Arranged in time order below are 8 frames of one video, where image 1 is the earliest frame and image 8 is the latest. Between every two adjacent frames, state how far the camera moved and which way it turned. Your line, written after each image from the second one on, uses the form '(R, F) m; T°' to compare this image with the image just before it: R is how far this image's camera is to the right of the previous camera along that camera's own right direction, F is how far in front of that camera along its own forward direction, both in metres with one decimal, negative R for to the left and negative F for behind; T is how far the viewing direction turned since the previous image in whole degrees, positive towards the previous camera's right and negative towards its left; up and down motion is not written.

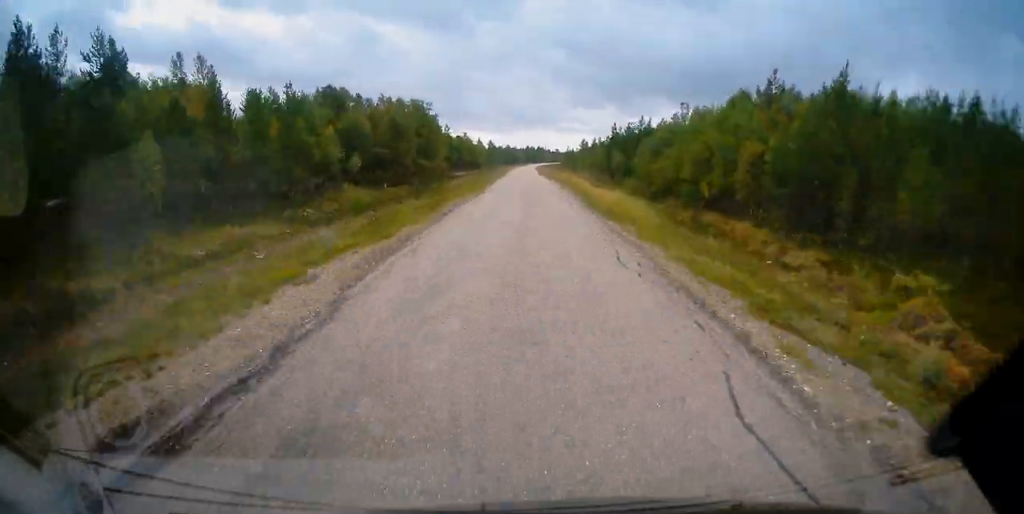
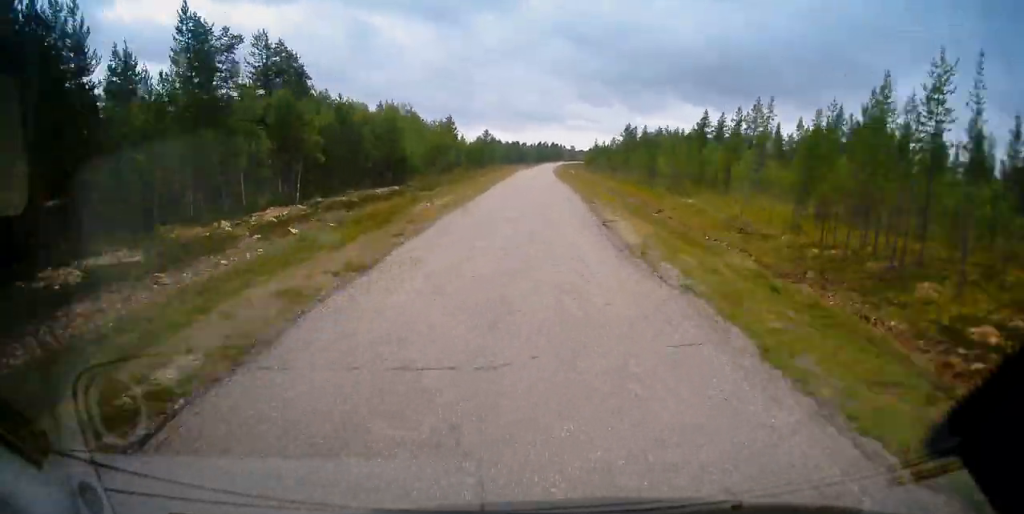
(-0.5, +80.5) m; 0°
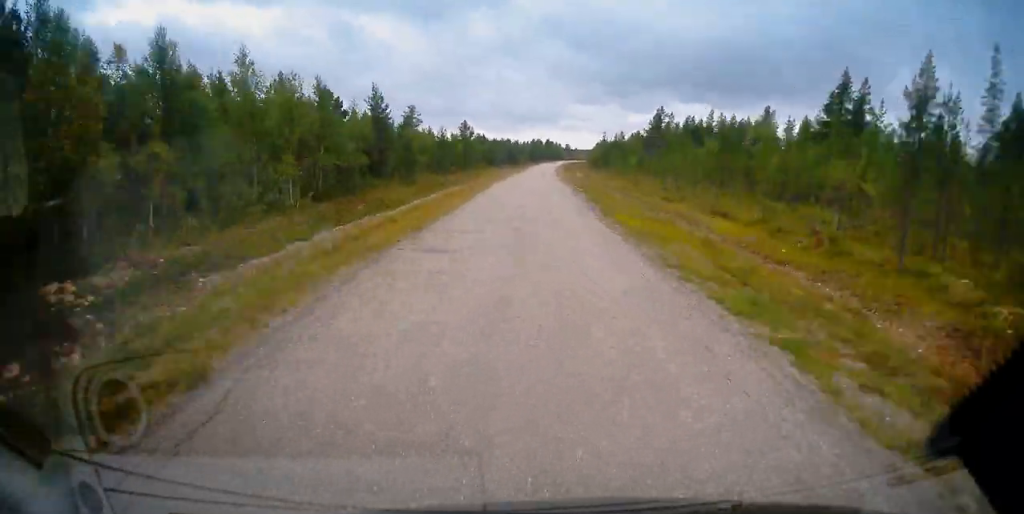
(0.0, +41.7) m; +1°
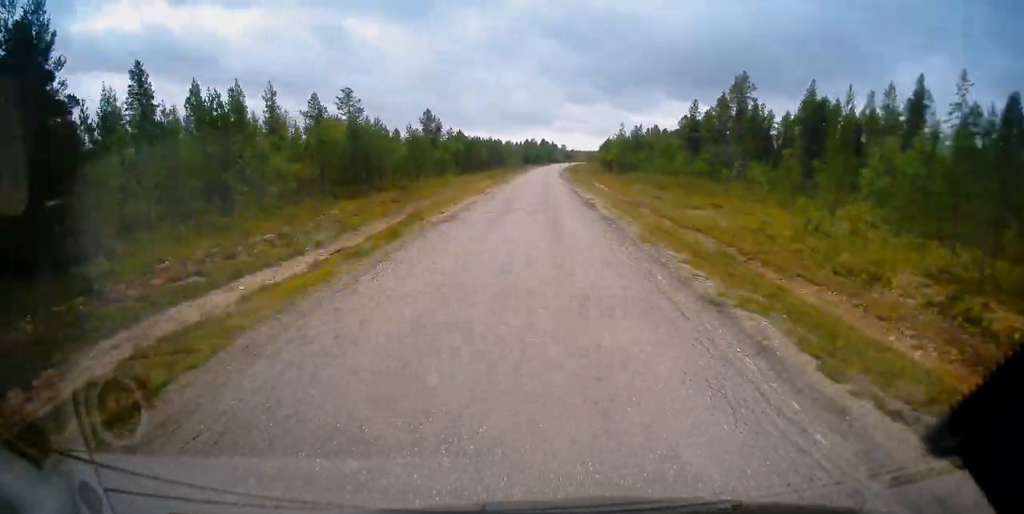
(+0.2, +41.8) m; +1°
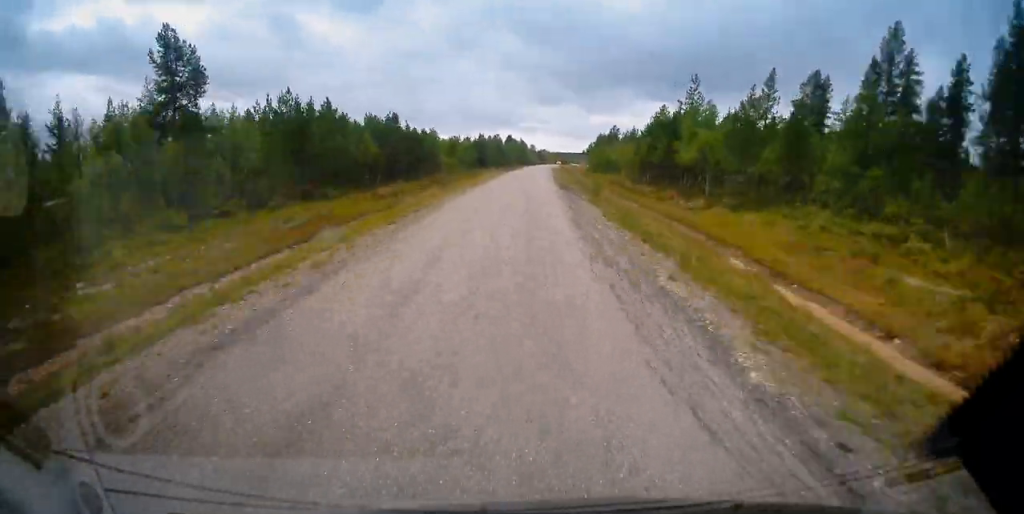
(+1.0, +70.1) m; +2°
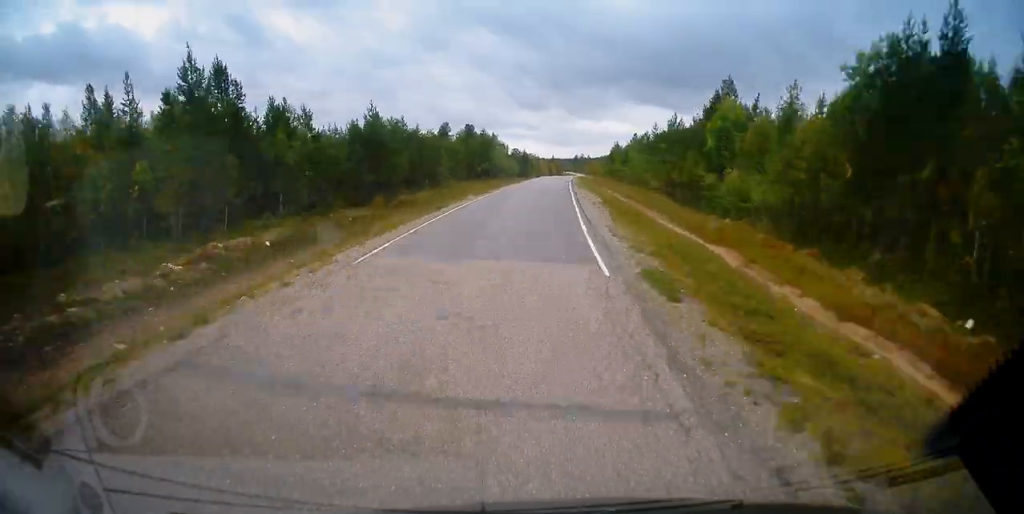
(+3.1, +112.0) m; +3°
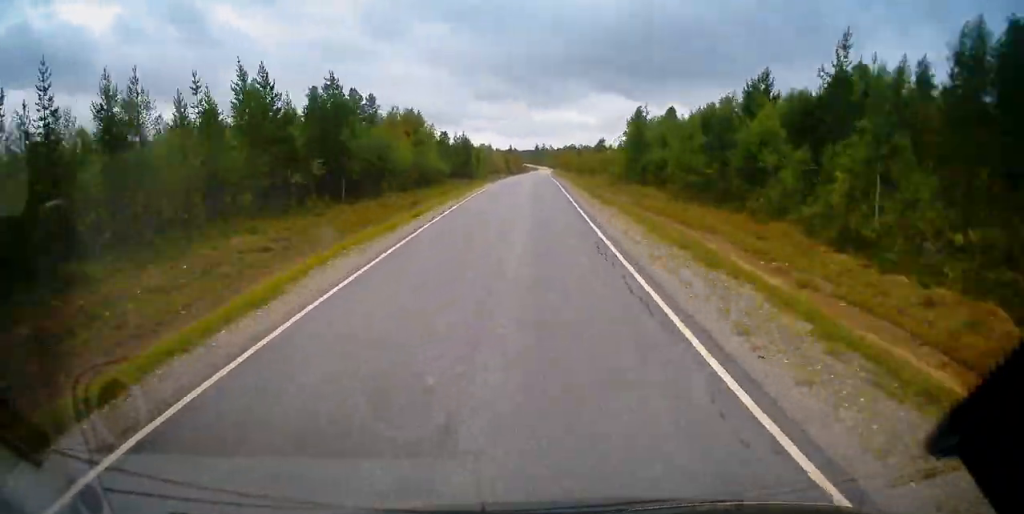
(+1.0, +65.6) m; +2°
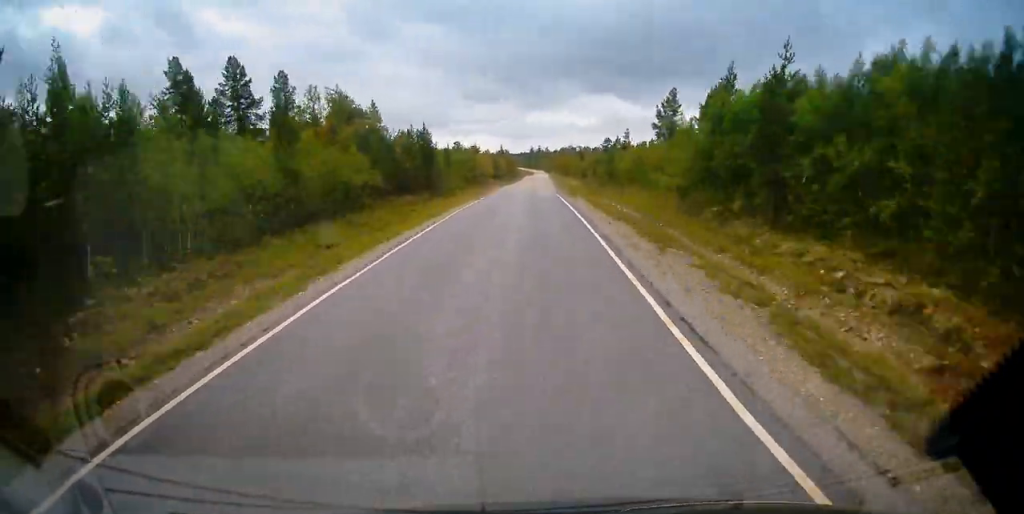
(+0.4, +32.7) m; +1°
